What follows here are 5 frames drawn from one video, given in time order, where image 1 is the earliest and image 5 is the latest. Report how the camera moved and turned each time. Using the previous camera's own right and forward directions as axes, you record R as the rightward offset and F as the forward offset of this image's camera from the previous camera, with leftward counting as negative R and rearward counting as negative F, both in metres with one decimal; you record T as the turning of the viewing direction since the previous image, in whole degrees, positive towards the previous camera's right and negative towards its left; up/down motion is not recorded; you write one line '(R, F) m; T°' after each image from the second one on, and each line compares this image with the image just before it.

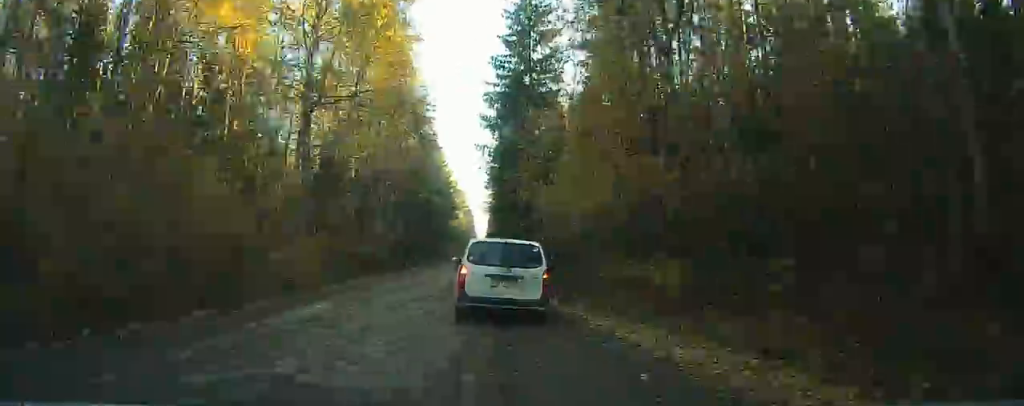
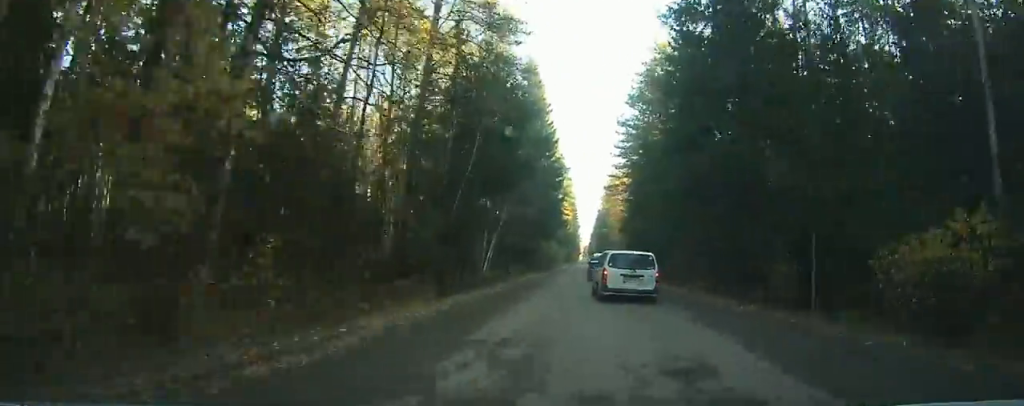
(-1.3, +38.5) m; -5°
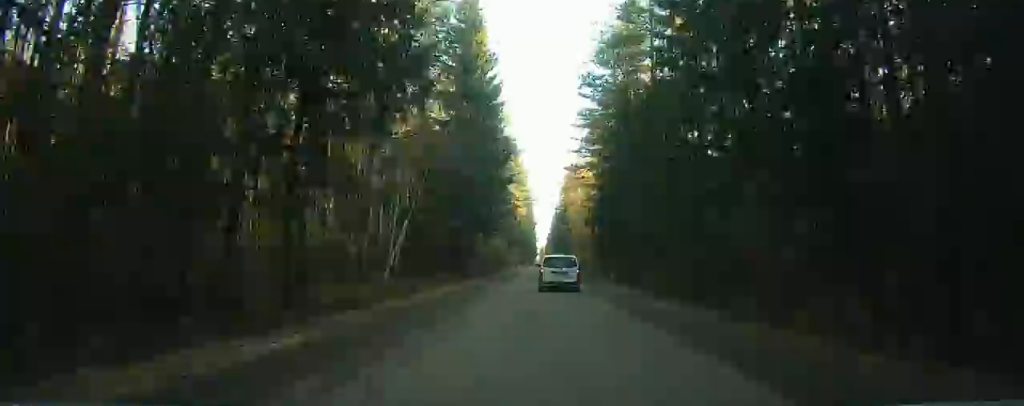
(-0.1, +15.6) m; 0°
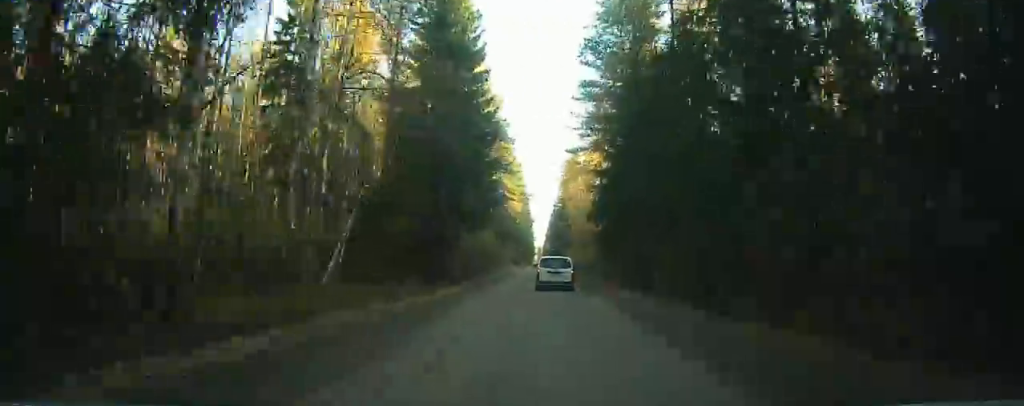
(0.0, +7.5) m; 0°
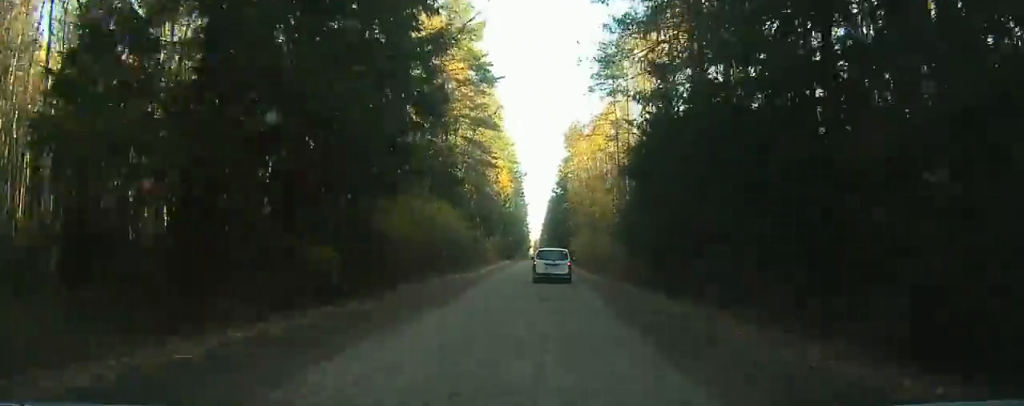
(0.0, +17.5) m; 0°
